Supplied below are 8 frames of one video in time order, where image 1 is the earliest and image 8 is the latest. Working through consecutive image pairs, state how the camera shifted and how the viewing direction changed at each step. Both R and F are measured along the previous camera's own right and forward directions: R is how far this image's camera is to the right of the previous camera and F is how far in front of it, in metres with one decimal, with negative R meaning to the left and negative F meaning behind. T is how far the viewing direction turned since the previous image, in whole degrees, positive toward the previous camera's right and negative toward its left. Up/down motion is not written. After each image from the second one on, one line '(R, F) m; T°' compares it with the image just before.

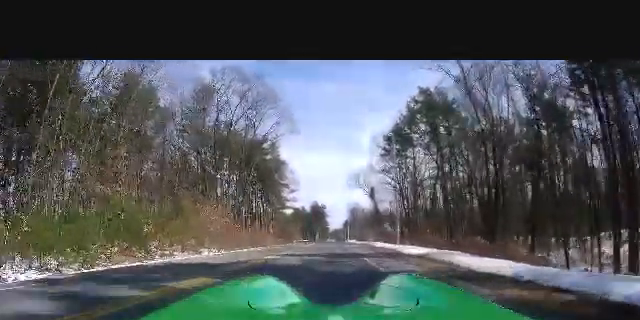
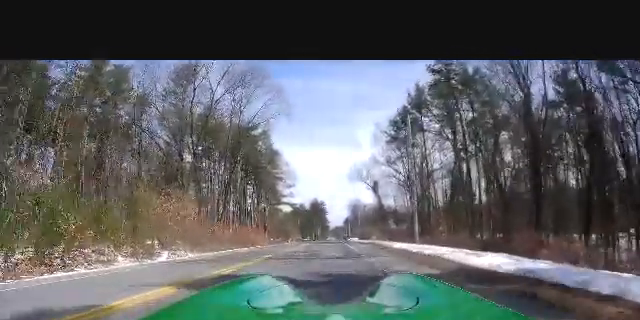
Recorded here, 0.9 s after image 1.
(0.0, +9.2) m; 0°
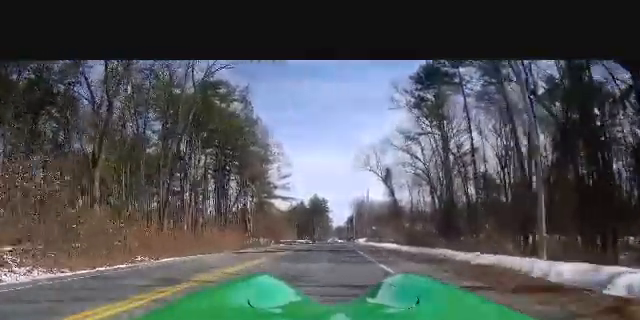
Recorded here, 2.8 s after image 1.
(0.0, +20.2) m; 0°
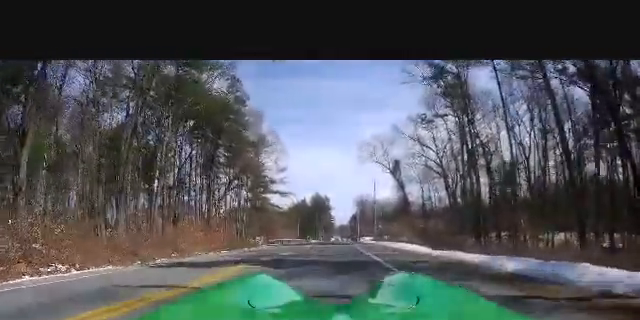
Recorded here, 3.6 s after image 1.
(0.0, +8.8) m; 0°
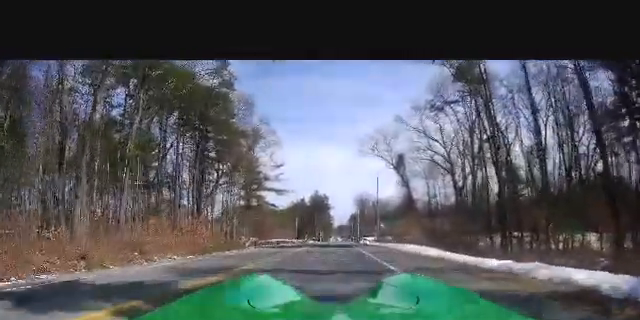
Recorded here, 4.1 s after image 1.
(0.0, +5.6) m; 0°
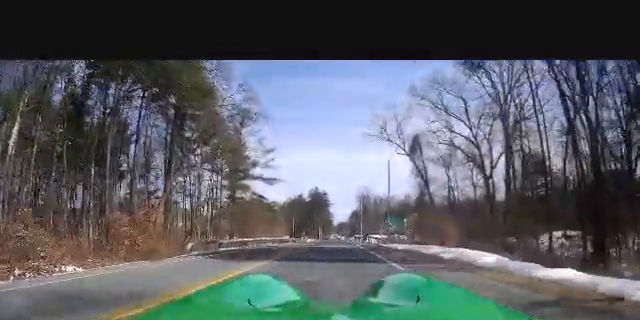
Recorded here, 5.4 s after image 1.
(0.0, +13.3) m; 0°
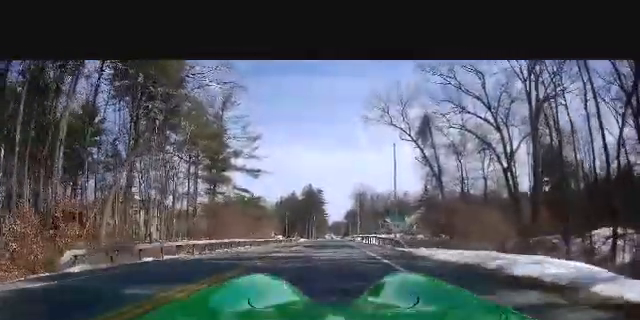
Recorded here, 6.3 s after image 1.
(+0.1, +9.4) m; +1°
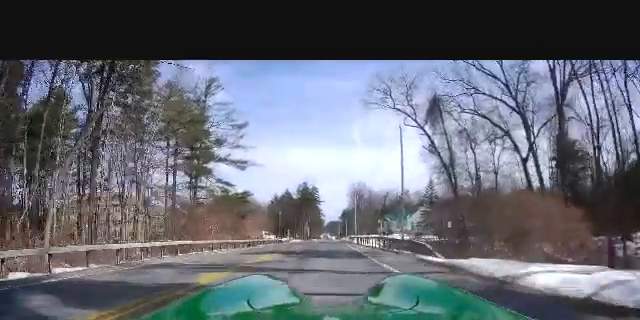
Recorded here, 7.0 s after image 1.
(+0.1, +6.9) m; 0°
